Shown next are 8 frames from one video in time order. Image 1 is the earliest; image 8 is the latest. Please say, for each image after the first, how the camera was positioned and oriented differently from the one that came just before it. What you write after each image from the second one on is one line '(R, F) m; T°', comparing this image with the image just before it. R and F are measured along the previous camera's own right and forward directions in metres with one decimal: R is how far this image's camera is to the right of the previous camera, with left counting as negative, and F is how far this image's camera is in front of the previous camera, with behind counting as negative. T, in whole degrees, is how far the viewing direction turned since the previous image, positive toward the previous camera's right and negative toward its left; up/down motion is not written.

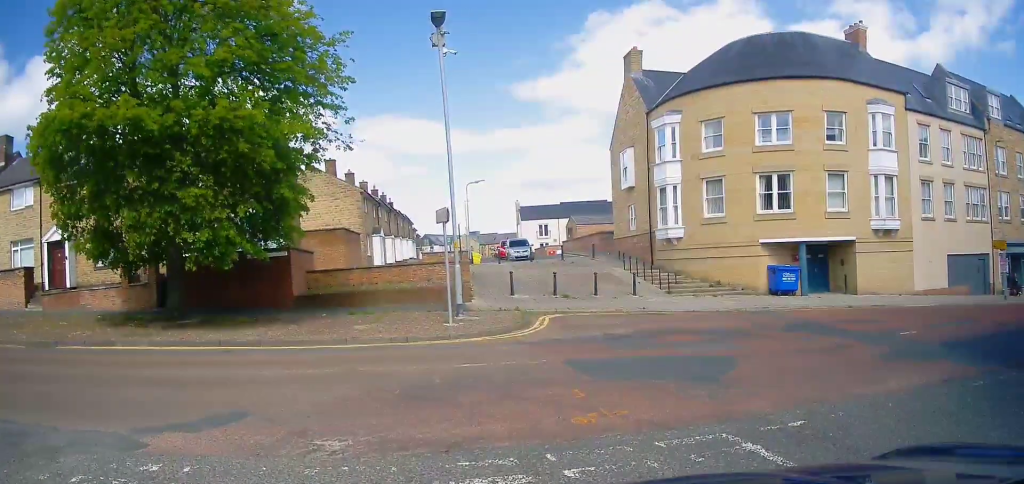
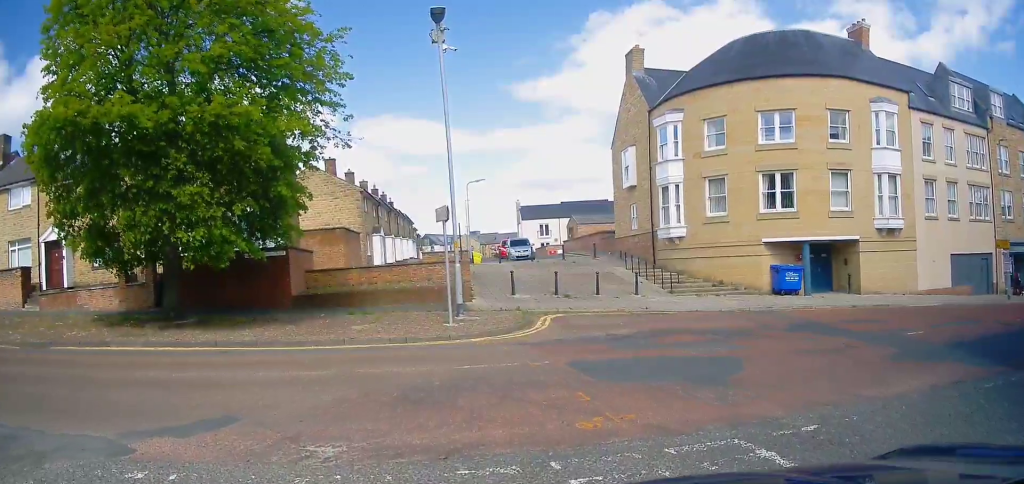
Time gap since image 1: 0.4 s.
(0.0, +0.4) m; 0°
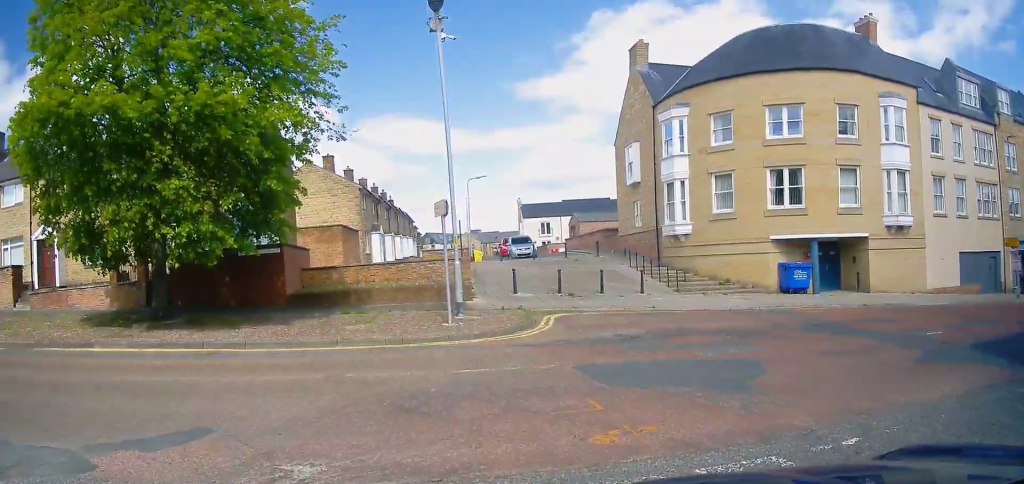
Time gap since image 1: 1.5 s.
(0.0, +0.4) m; 0°
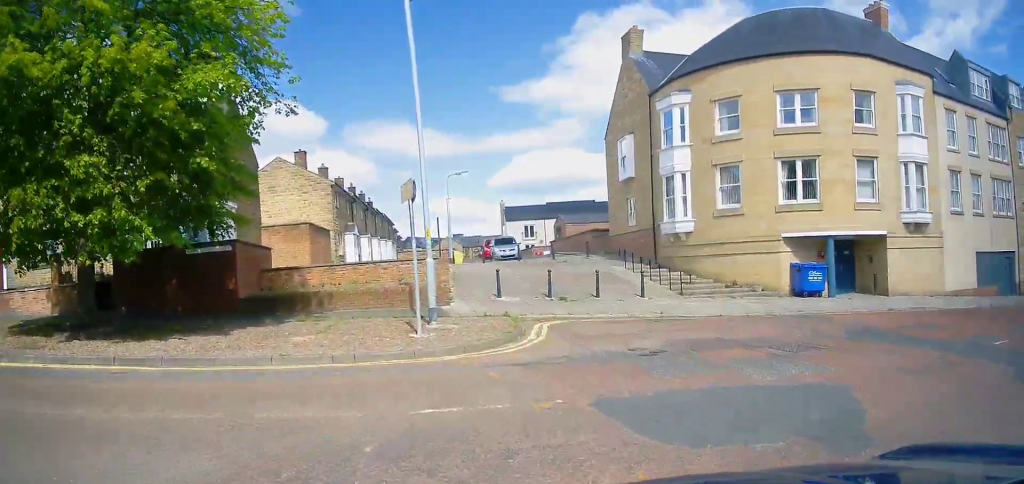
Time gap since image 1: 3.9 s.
(0.0, +1.6) m; +7°
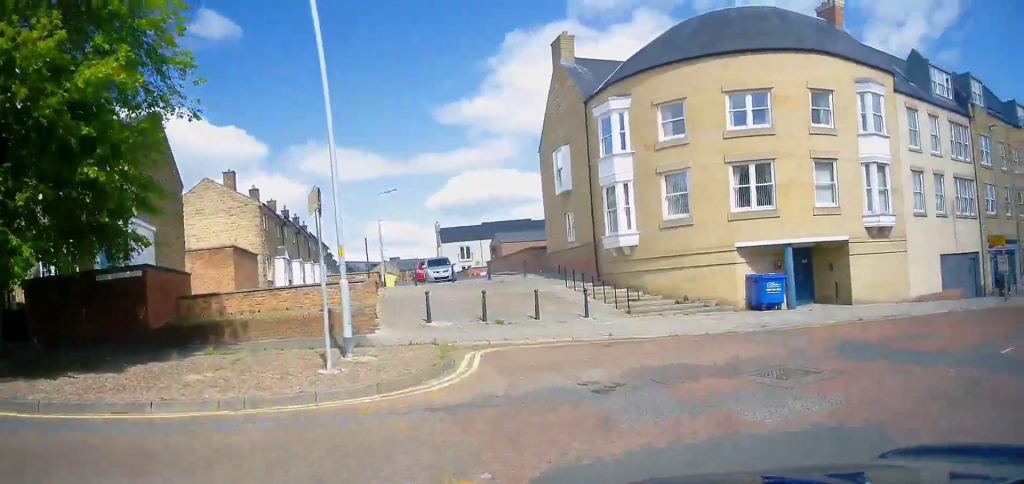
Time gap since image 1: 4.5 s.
(0.0, +1.1) m; +8°
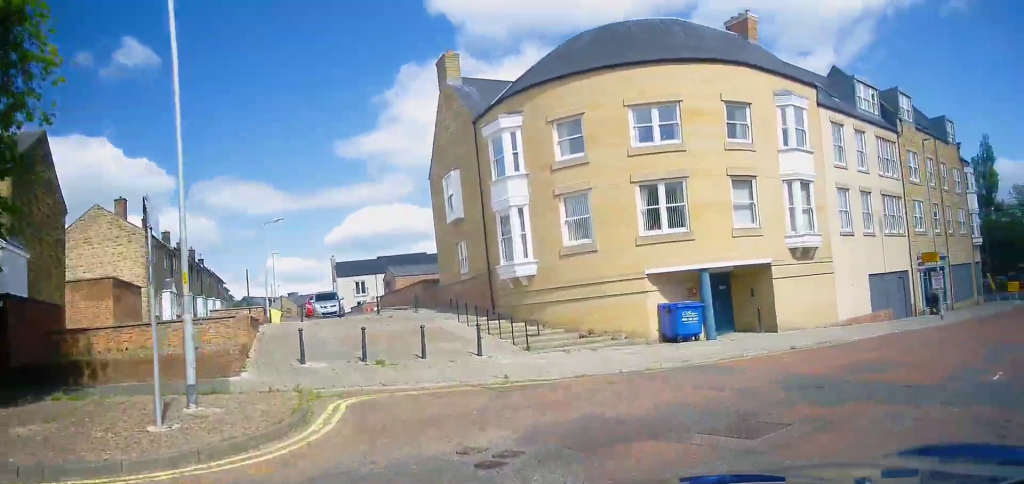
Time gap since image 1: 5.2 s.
(+0.1, +1.8) m; +8°
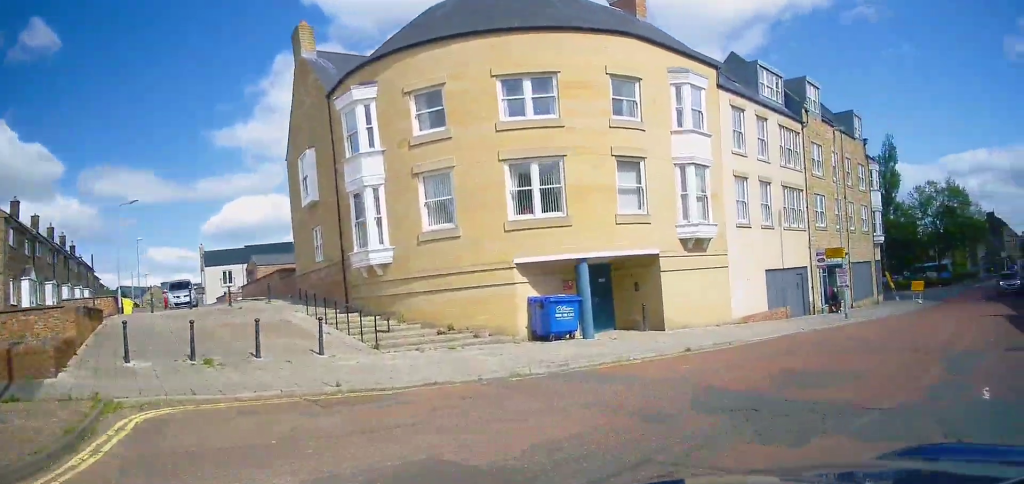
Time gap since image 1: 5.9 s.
(+0.2, +2.0) m; +11°
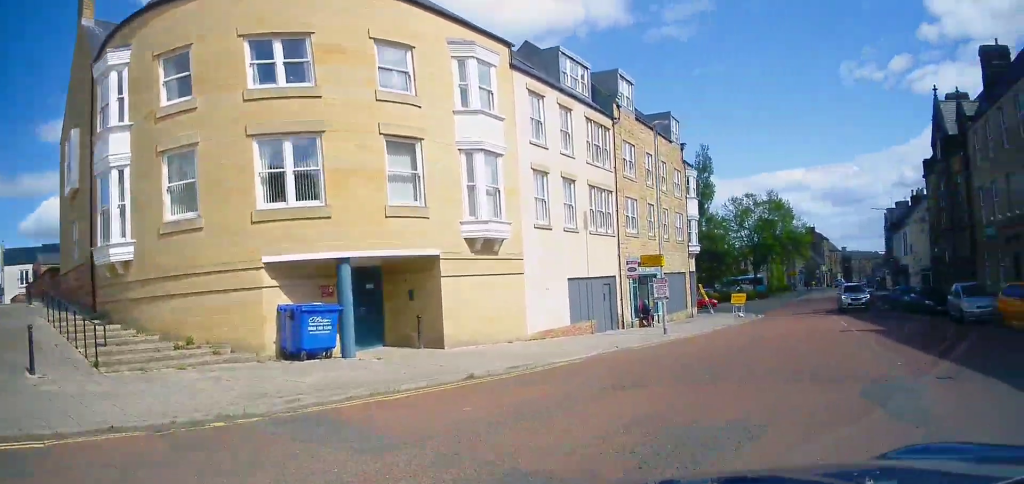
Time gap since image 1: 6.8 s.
(+0.4, +3.0) m; +19°
